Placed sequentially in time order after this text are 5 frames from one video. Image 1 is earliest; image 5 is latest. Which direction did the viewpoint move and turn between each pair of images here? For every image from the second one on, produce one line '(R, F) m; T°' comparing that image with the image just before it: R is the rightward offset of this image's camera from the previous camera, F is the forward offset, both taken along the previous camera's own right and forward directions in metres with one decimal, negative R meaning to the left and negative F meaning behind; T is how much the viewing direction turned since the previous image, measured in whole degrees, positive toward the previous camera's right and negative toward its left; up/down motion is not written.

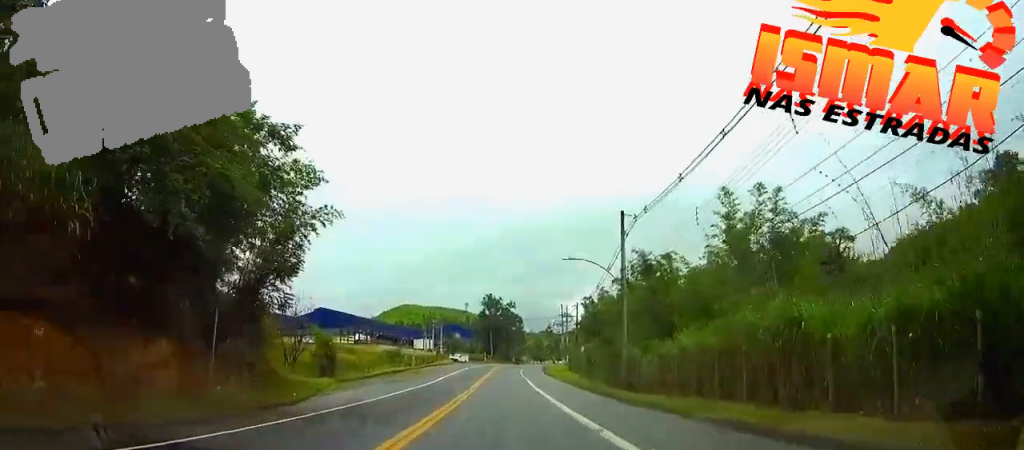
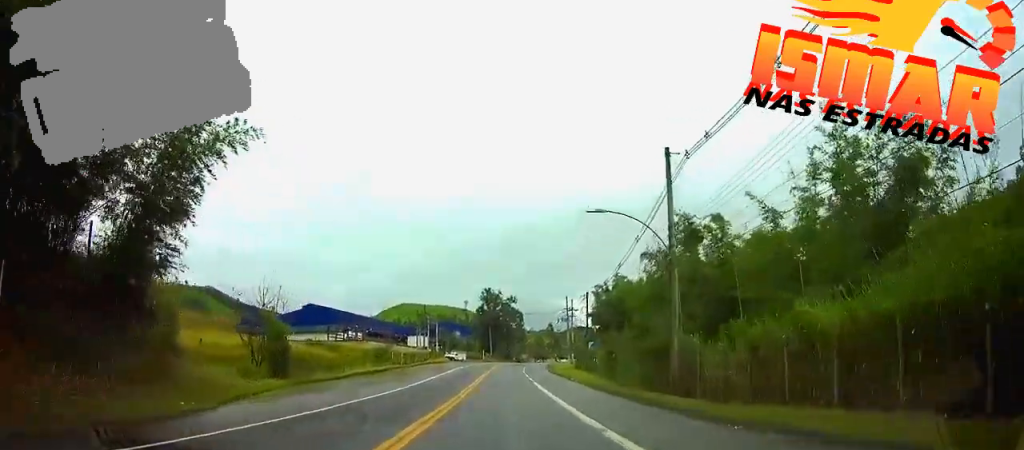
(0.0, +10.8) m; 0°
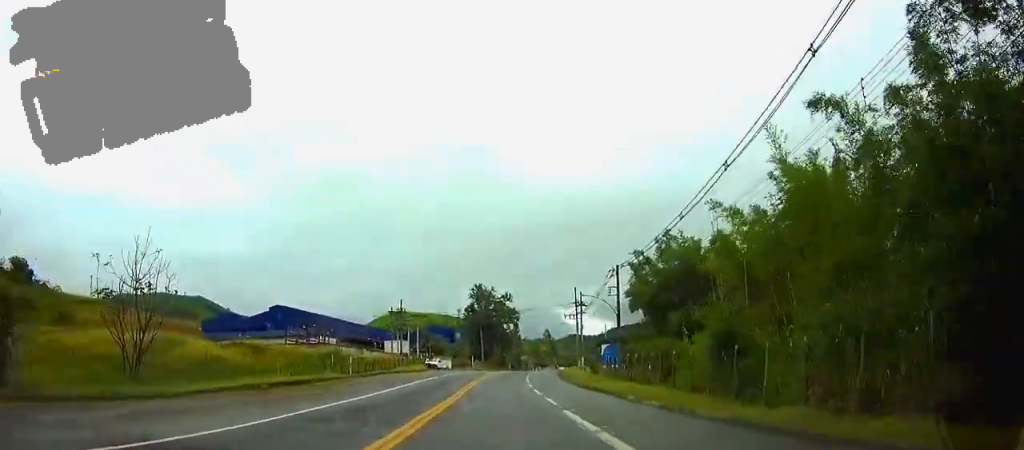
(0.0, +24.4) m; 0°
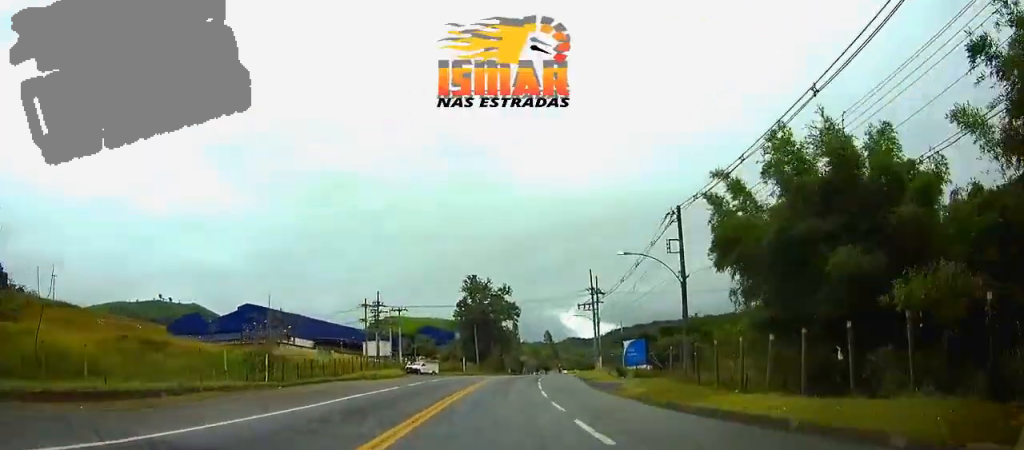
(+0.1, +20.1) m; +1°
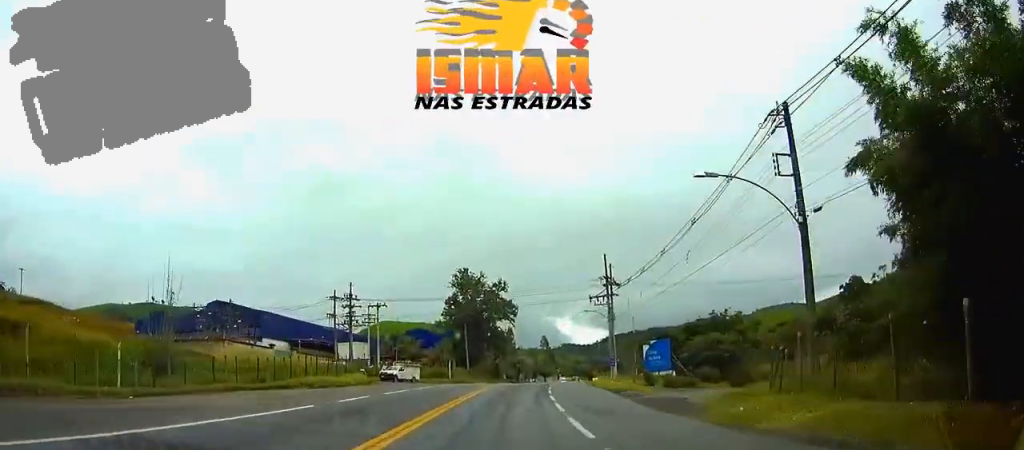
(+0.1, +14.7) m; +1°
